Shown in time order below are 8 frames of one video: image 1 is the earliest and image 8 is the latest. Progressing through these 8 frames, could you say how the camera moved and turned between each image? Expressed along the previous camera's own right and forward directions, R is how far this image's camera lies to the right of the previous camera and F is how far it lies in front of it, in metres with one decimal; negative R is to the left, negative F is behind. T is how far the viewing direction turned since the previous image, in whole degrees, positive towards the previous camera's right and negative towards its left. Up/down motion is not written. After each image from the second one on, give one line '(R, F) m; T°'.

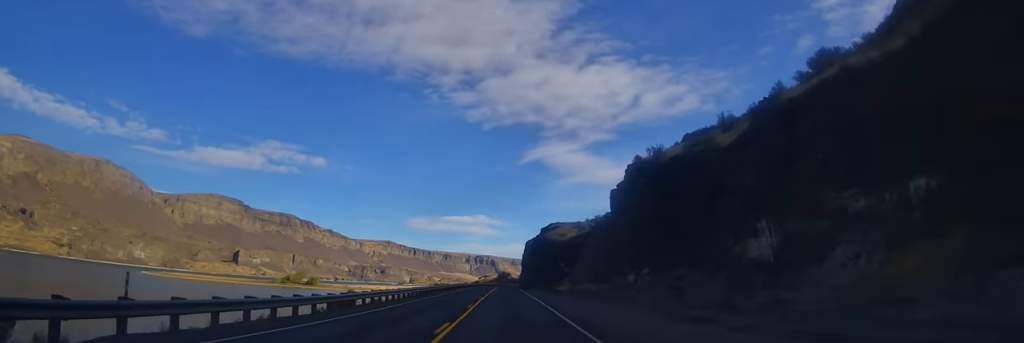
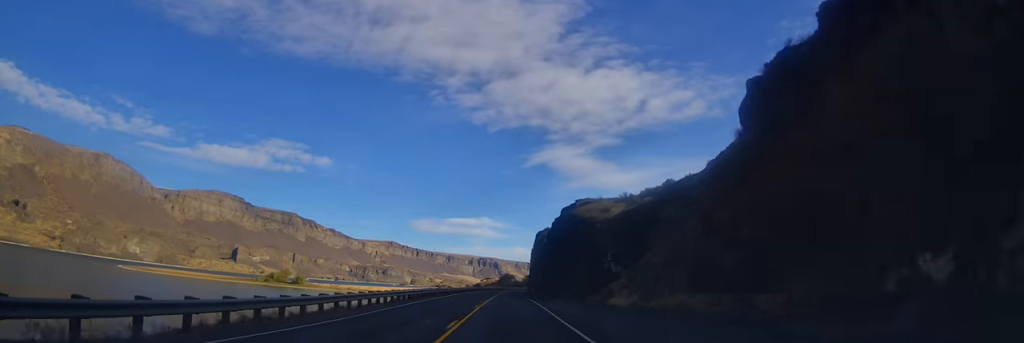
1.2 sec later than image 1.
(0.0, +34.0) m; -1°
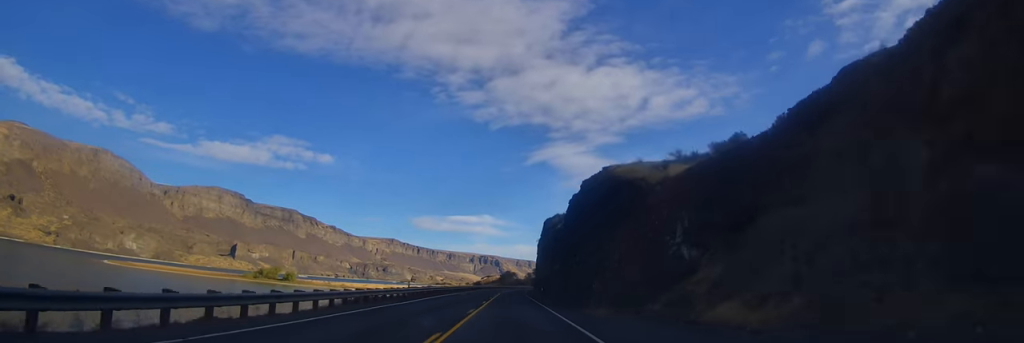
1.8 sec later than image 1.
(-0.3, +18.5) m; 0°
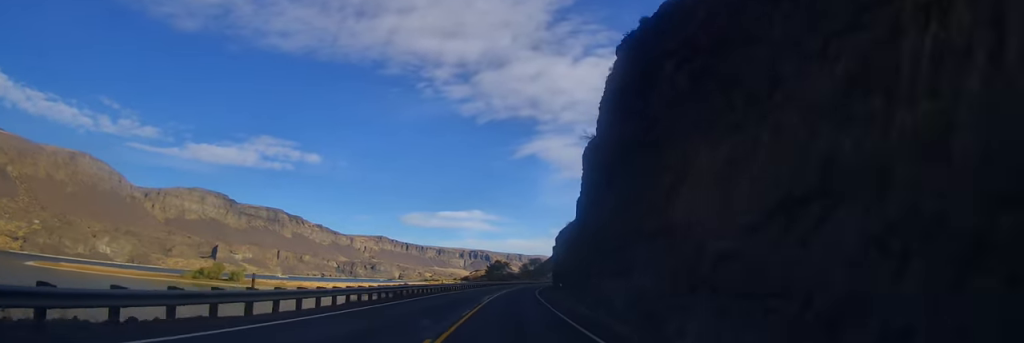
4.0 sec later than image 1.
(+0.7, +63.1) m; +1°
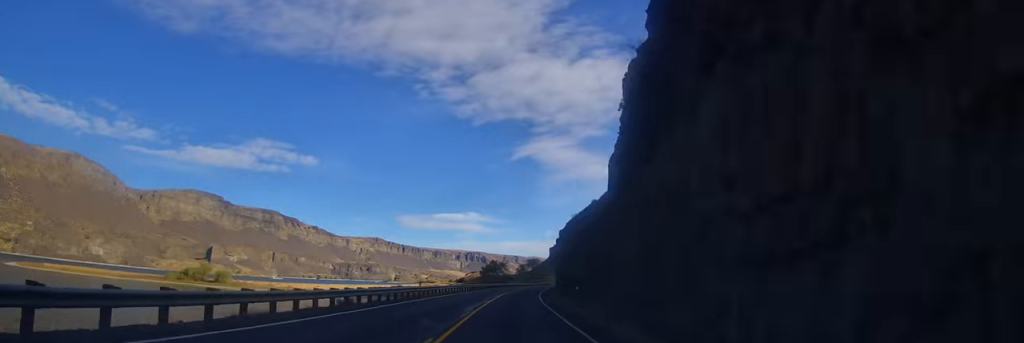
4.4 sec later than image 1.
(0.0, +11.6) m; 0°
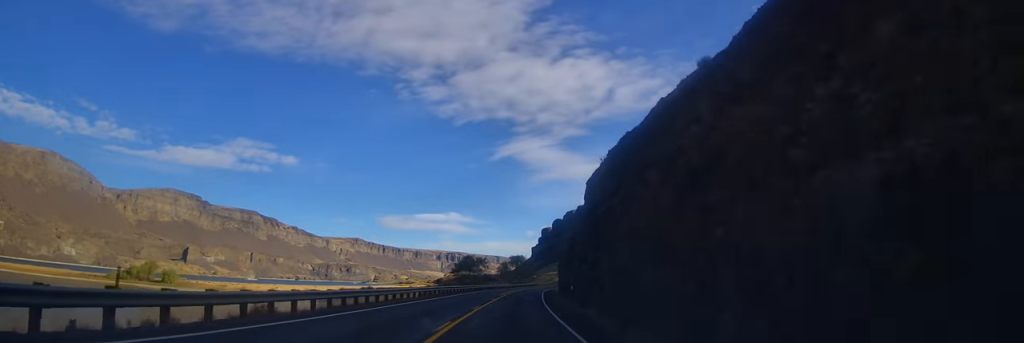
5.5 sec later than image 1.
(+0.2, +31.9) m; +2°
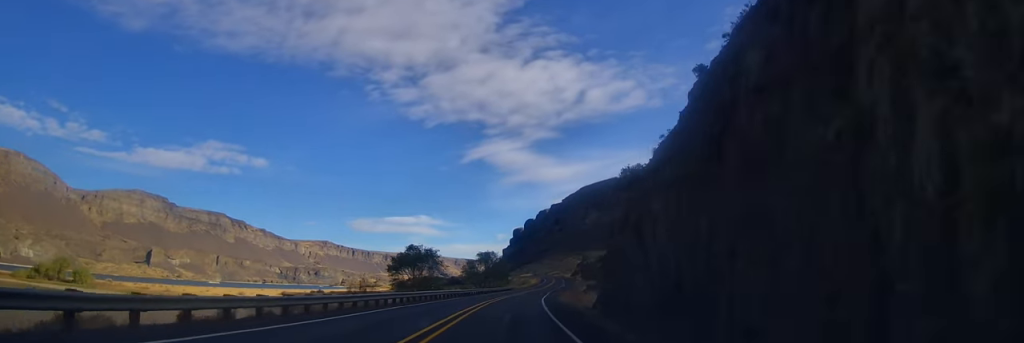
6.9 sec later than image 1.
(+1.2, +40.8) m; +3°
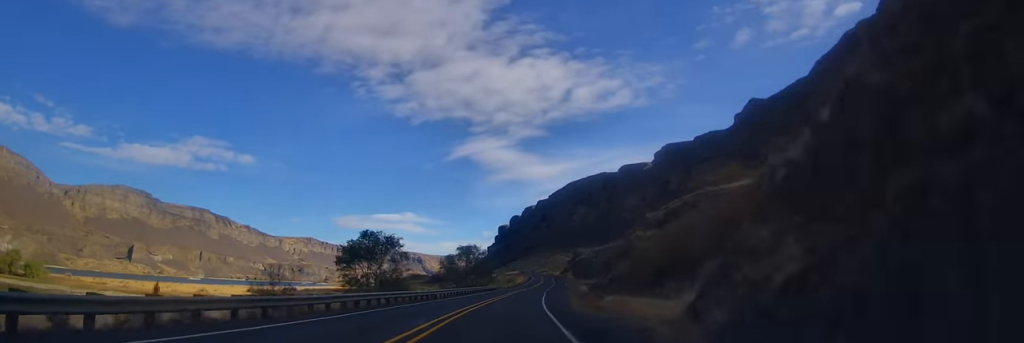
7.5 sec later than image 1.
(+0.2, +18.4) m; +2°
